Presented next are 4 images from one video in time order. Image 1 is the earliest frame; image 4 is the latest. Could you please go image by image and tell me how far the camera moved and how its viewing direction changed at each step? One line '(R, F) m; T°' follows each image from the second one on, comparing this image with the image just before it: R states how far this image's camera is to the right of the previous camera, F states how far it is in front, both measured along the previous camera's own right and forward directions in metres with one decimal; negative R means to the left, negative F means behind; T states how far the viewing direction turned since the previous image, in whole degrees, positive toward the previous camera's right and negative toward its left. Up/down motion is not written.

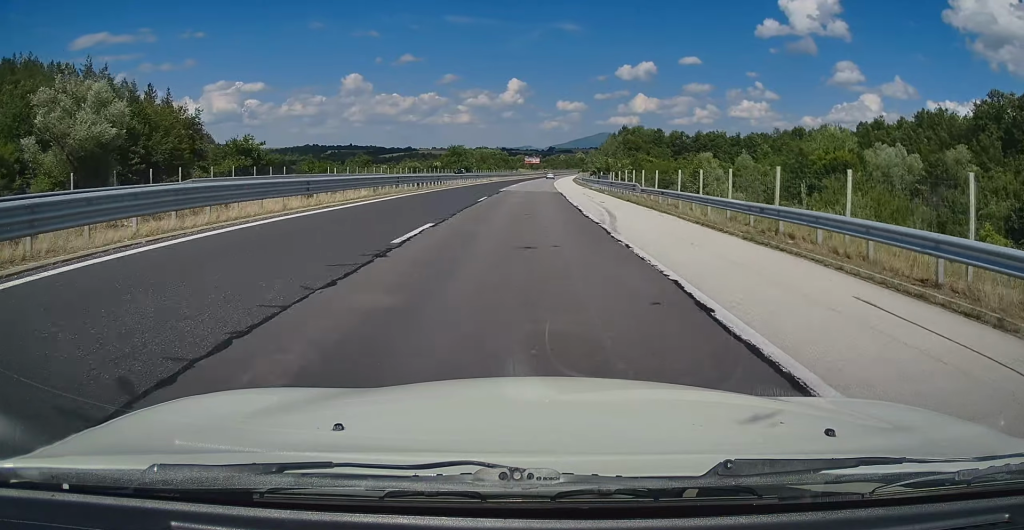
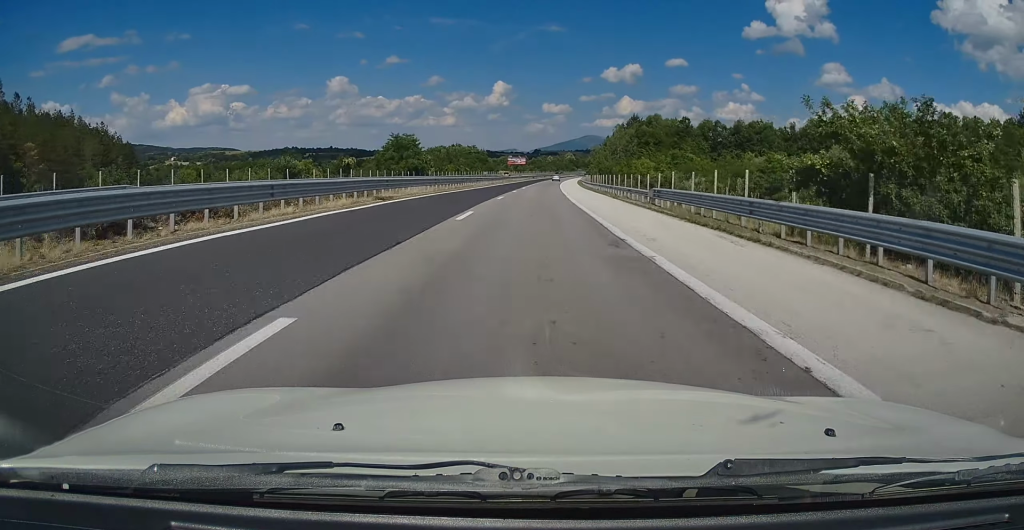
(+1.0, +56.5) m; +2°
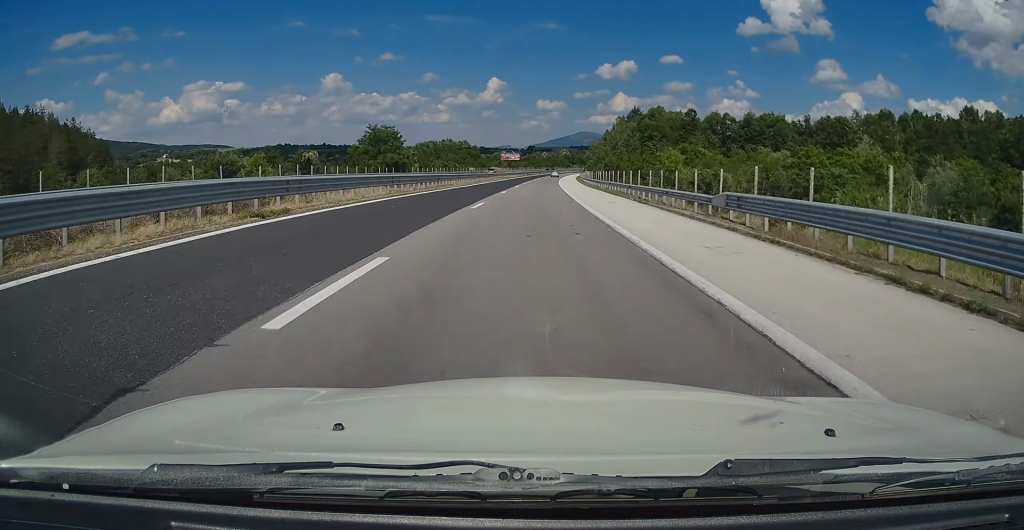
(+0.1, +12.1) m; 0°
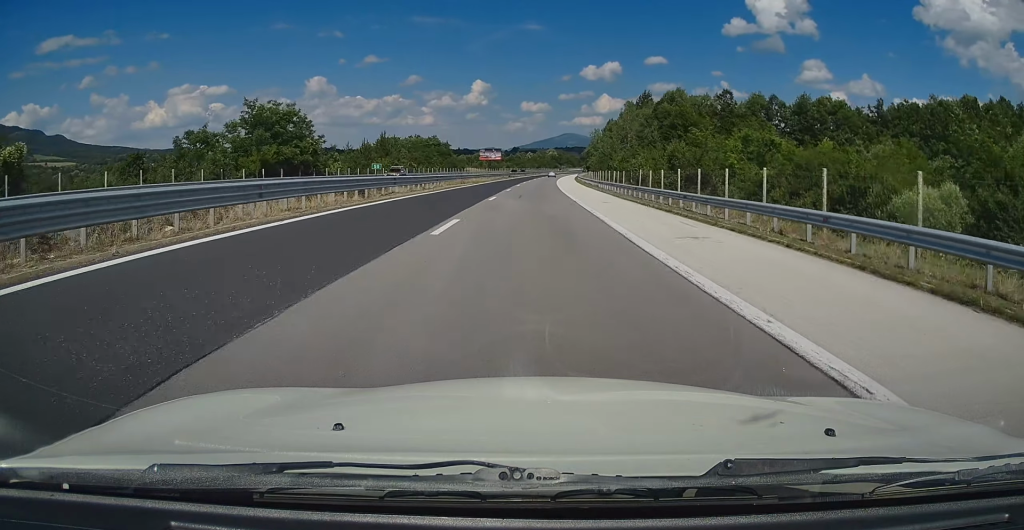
(+0.2, +39.6) m; +1°
